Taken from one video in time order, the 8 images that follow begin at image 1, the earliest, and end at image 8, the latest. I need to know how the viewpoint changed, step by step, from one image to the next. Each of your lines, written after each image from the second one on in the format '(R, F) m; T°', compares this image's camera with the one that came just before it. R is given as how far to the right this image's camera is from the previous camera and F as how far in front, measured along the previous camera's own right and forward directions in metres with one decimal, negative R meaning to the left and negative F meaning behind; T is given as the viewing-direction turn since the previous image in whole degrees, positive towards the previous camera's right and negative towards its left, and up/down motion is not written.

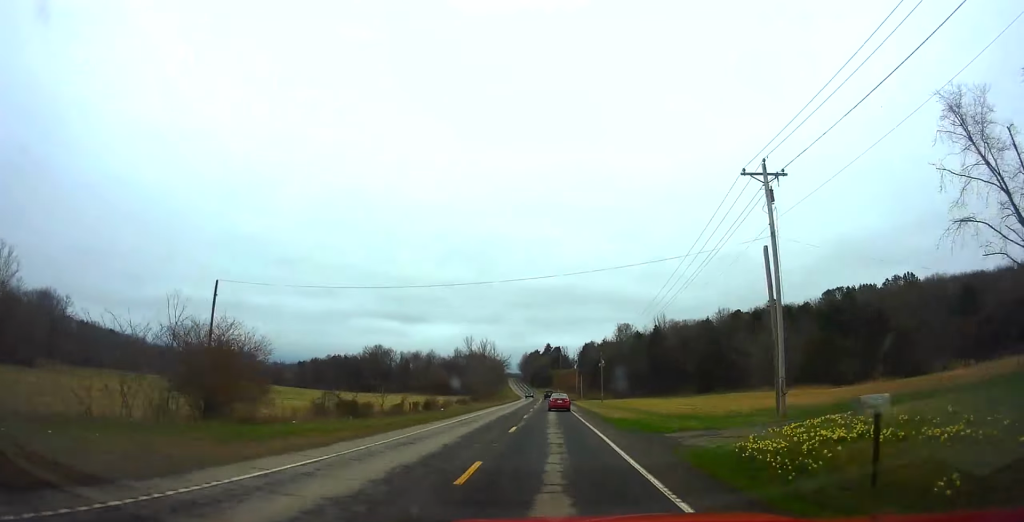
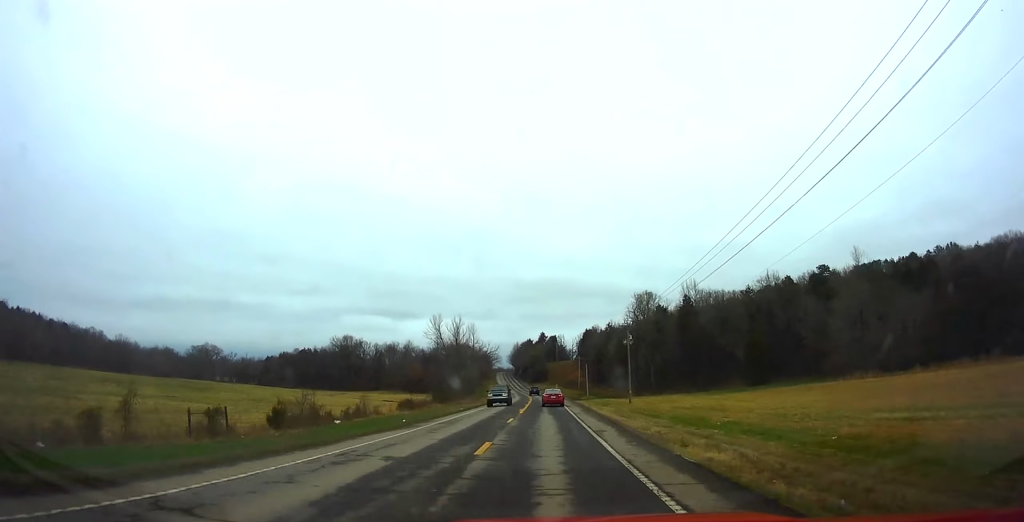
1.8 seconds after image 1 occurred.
(+0.1, +45.3) m; 0°
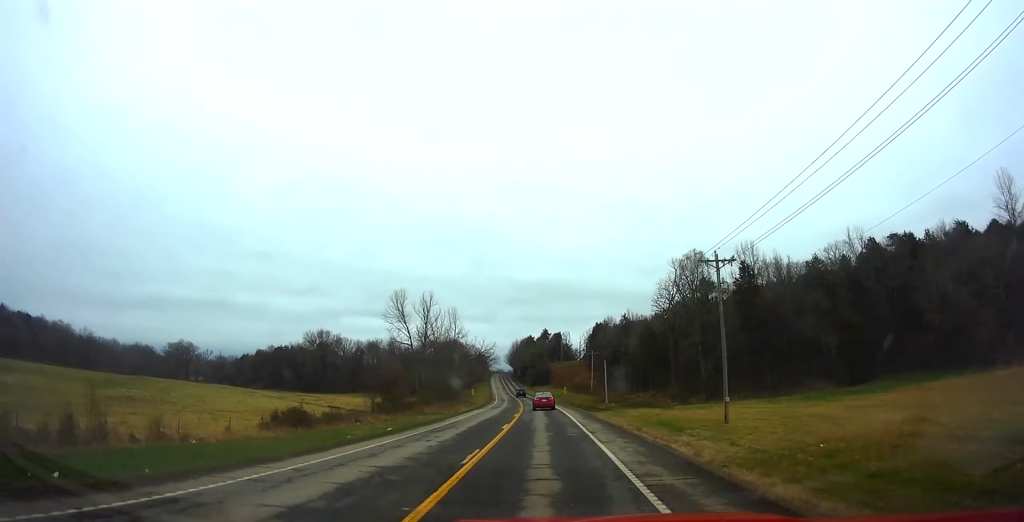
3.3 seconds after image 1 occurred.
(-0.2, +38.1) m; -1°
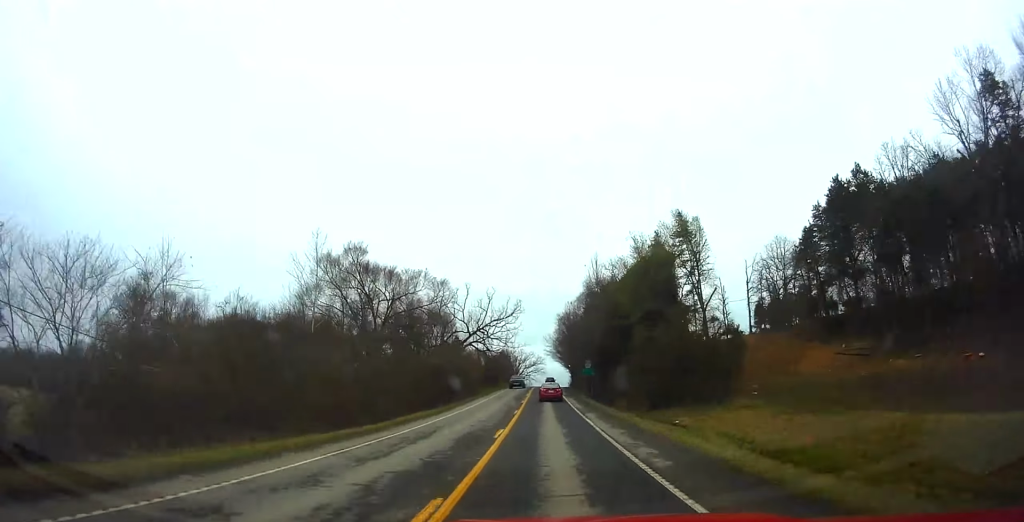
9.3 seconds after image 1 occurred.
(-5.8, +151.6) m; -4°
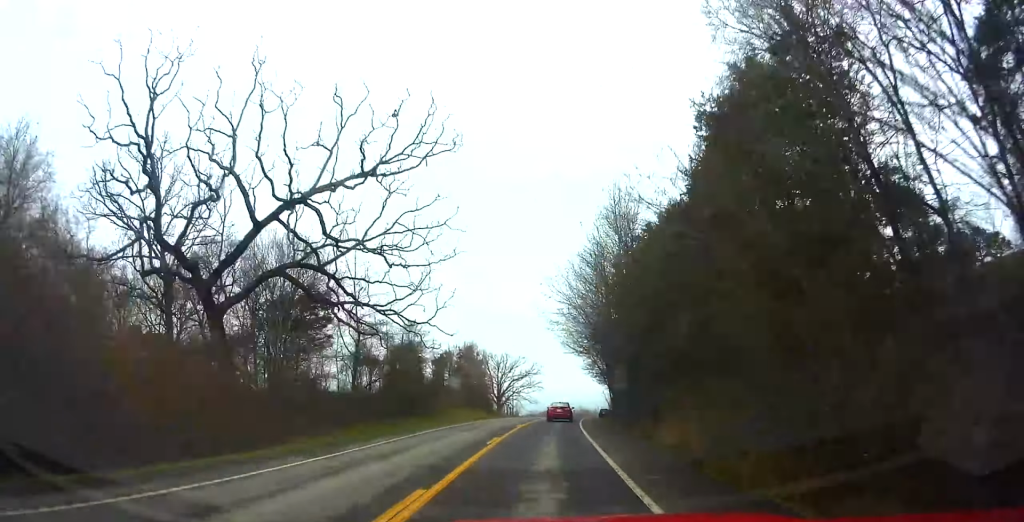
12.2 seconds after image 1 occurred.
(-0.3, +71.0) m; +1°
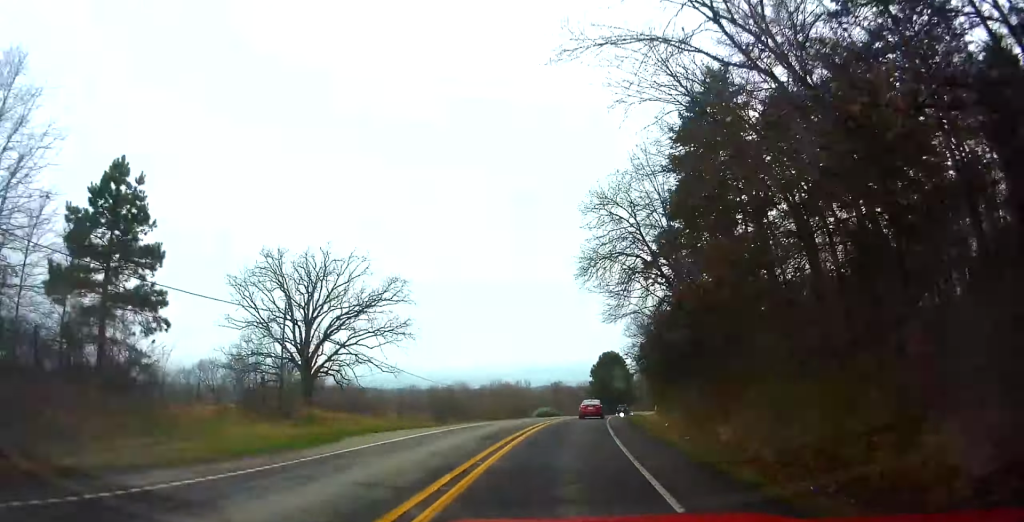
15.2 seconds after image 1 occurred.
(+1.9, +70.6) m; +5°
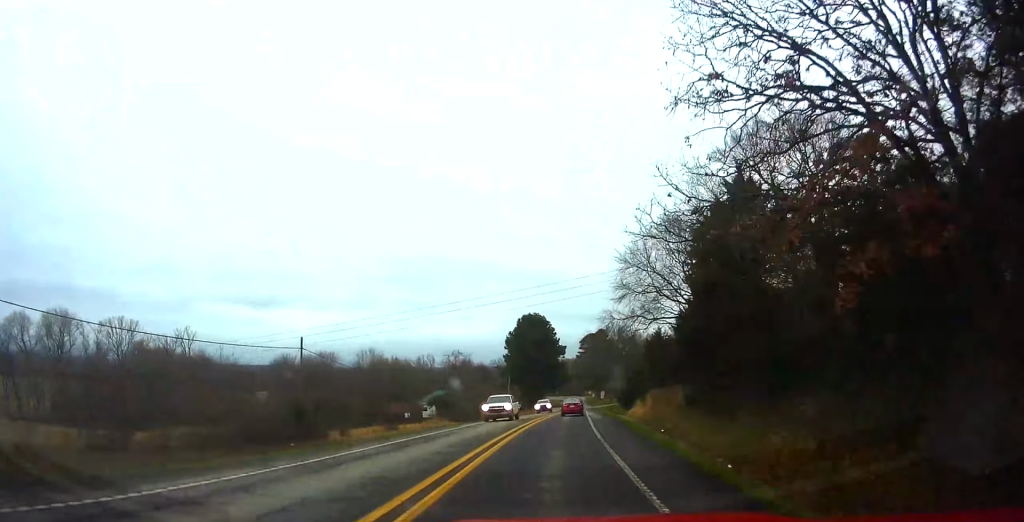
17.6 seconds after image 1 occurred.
(+2.5, +55.1) m; +6°
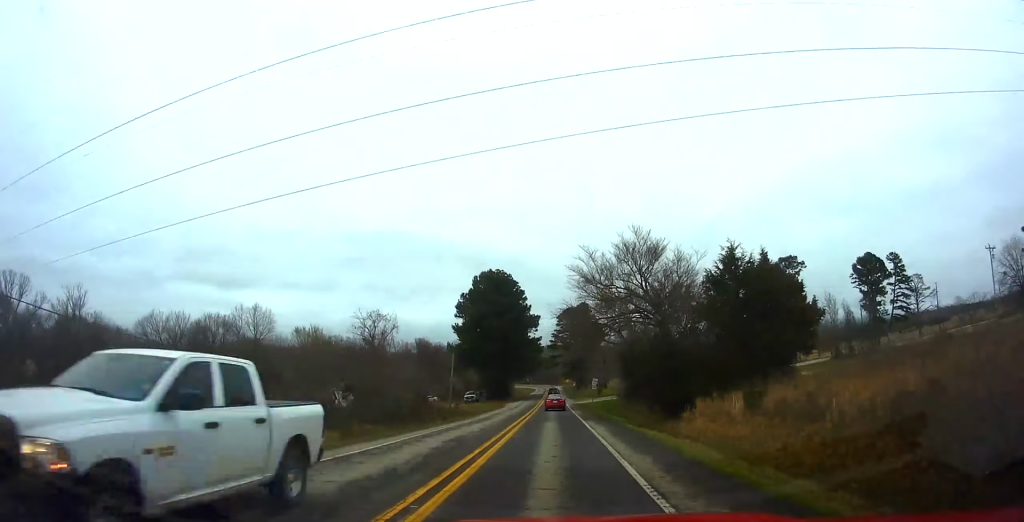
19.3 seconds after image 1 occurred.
(+2.2, +38.6) m; +3°
